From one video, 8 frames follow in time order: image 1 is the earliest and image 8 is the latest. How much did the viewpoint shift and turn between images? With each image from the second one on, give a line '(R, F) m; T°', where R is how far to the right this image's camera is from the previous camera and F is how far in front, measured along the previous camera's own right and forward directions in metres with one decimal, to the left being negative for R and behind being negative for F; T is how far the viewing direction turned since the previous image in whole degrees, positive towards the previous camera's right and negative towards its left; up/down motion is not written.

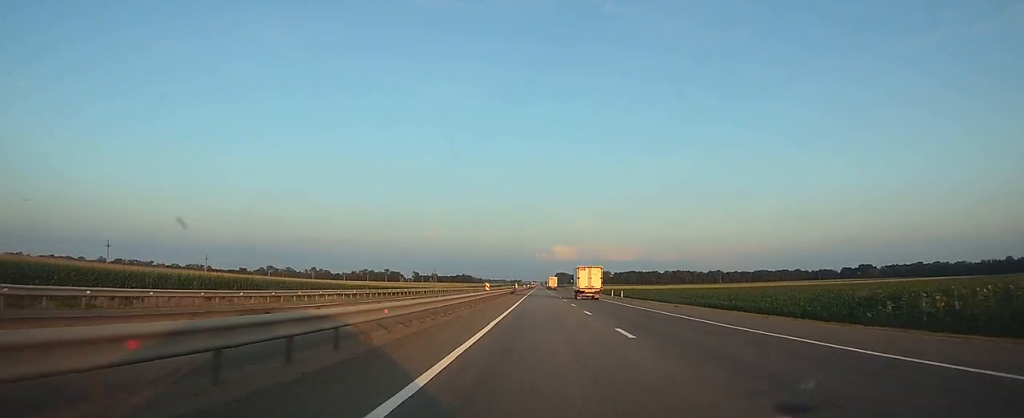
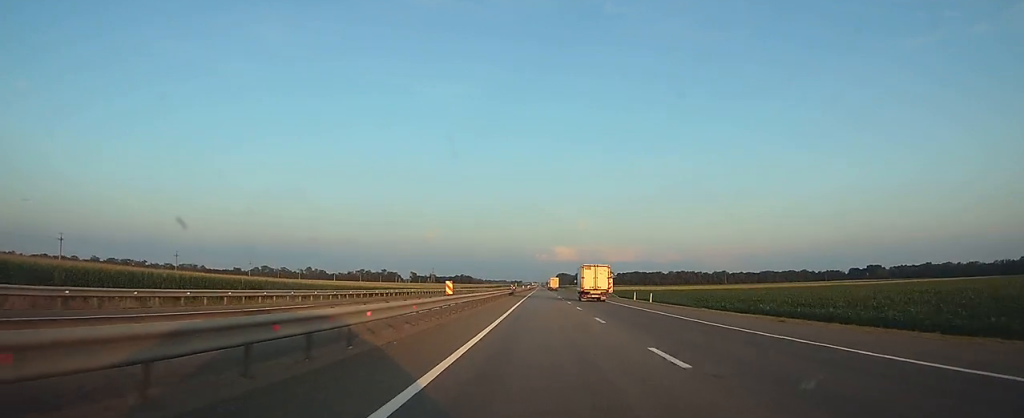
(0.0, +17.3) m; 0°
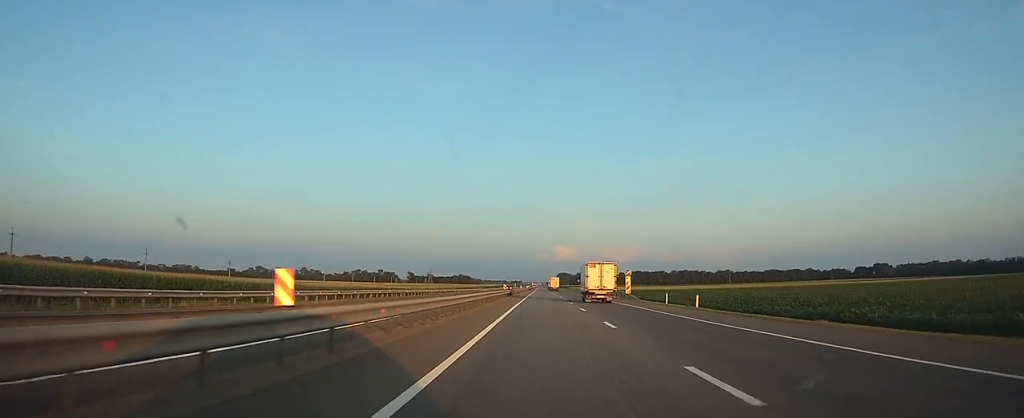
(0.0, +15.0) m; 0°
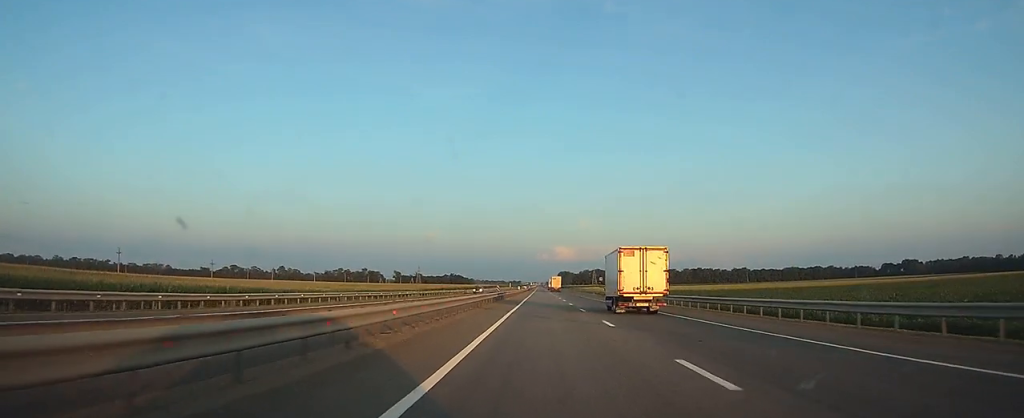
(0.0, +59.3) m; 0°
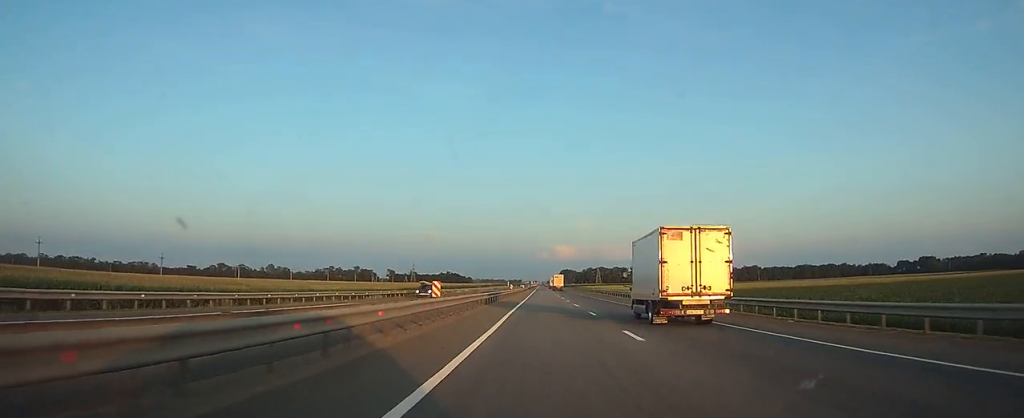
(0.0, +29.3) m; 0°
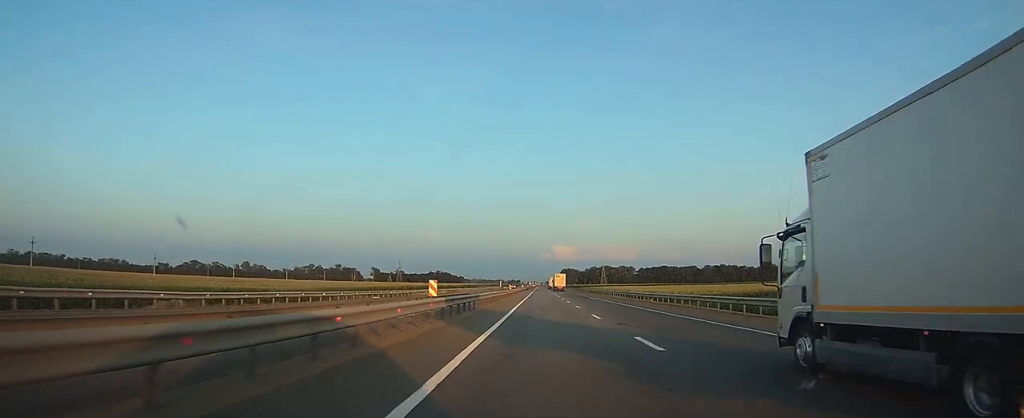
(-0.1, +50.6) m; 0°
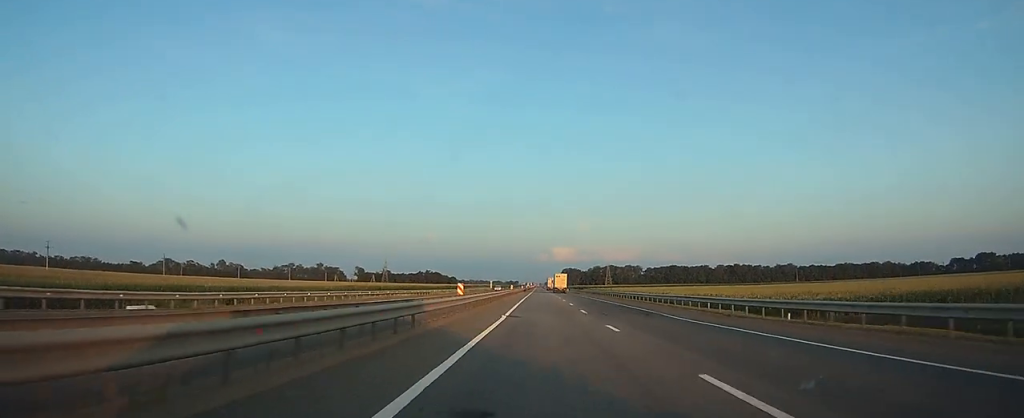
(0.0, +42.5) m; 0°
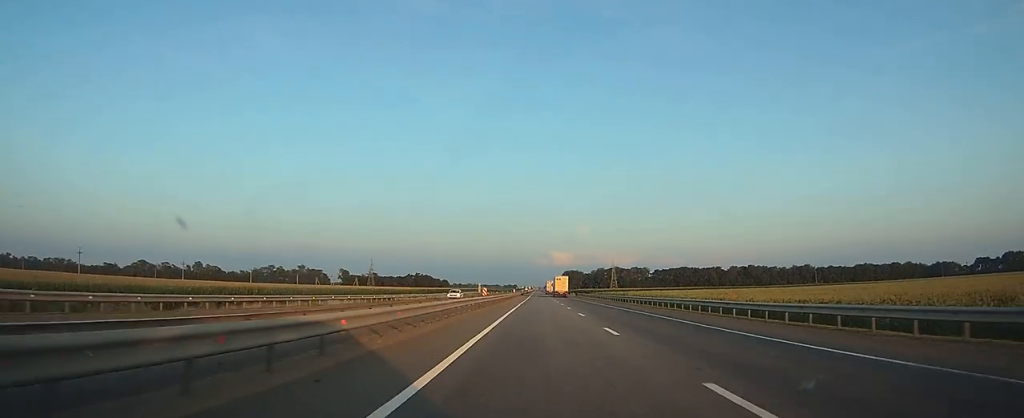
(0.0, +36.6) m; 0°
